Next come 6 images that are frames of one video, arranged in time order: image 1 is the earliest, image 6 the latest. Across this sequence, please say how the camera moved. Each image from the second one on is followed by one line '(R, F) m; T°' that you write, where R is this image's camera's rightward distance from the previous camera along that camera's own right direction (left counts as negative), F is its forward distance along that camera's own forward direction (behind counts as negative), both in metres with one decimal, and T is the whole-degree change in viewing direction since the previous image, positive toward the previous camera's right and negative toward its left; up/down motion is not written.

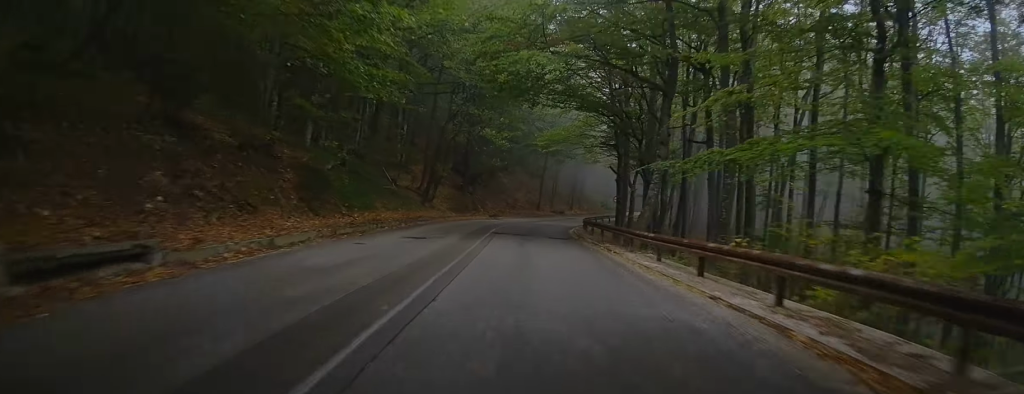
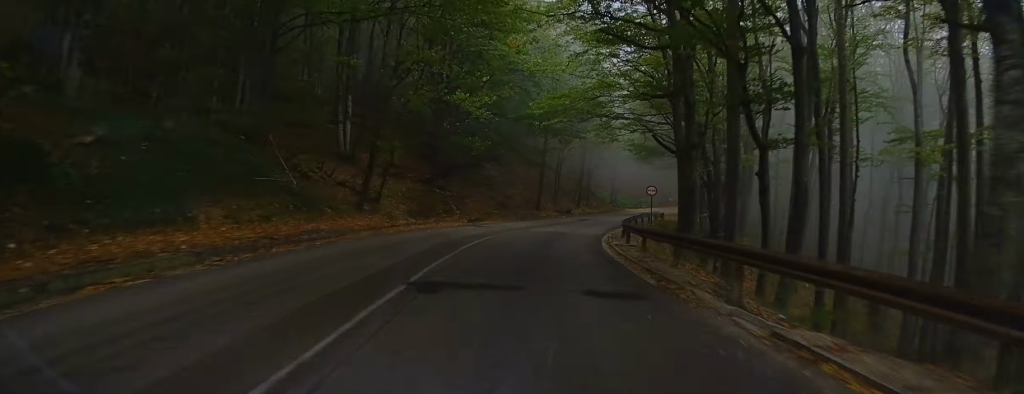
(+0.3, +17.7) m; +1°
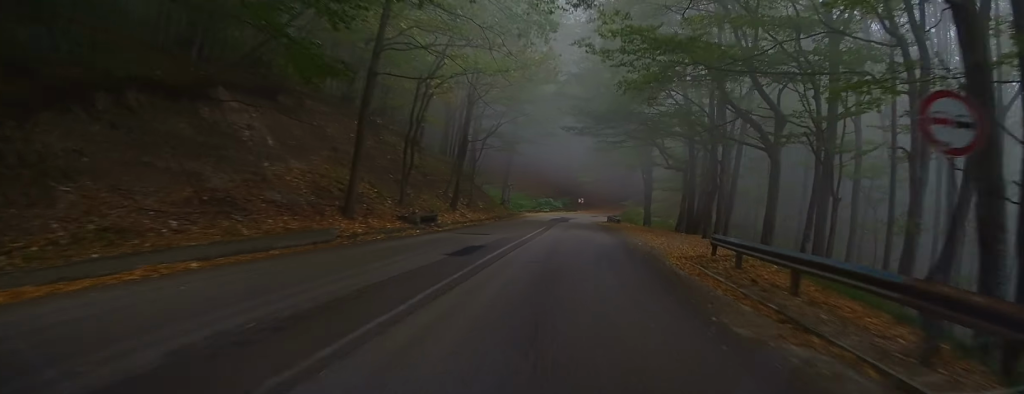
(+0.7, +34.9) m; +4°
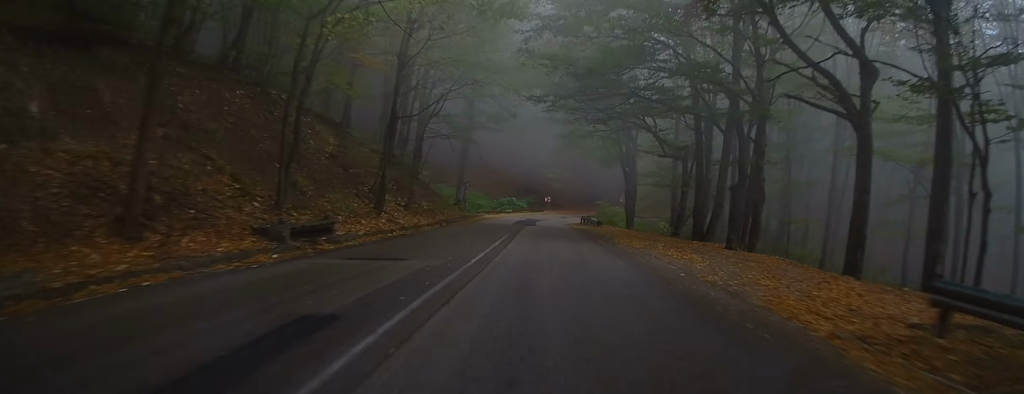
(+0.2, +10.8) m; +2°
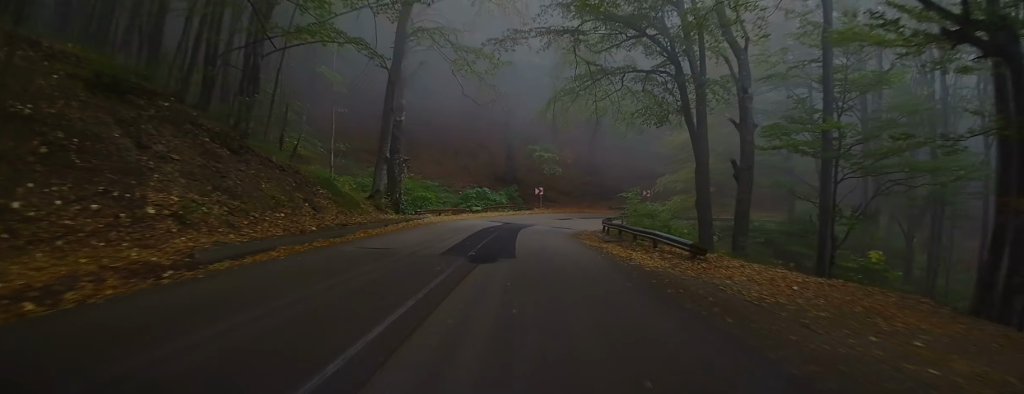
(+1.0, +30.0) m; +2°
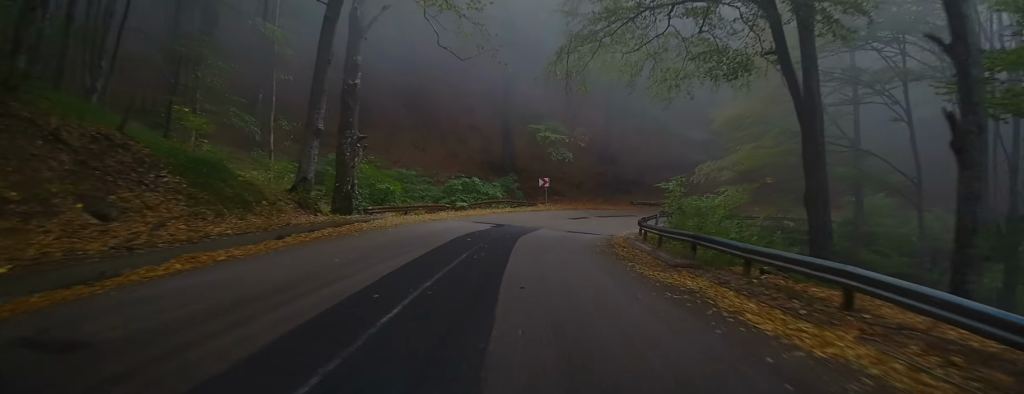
(-0.1, +11.8) m; +2°
